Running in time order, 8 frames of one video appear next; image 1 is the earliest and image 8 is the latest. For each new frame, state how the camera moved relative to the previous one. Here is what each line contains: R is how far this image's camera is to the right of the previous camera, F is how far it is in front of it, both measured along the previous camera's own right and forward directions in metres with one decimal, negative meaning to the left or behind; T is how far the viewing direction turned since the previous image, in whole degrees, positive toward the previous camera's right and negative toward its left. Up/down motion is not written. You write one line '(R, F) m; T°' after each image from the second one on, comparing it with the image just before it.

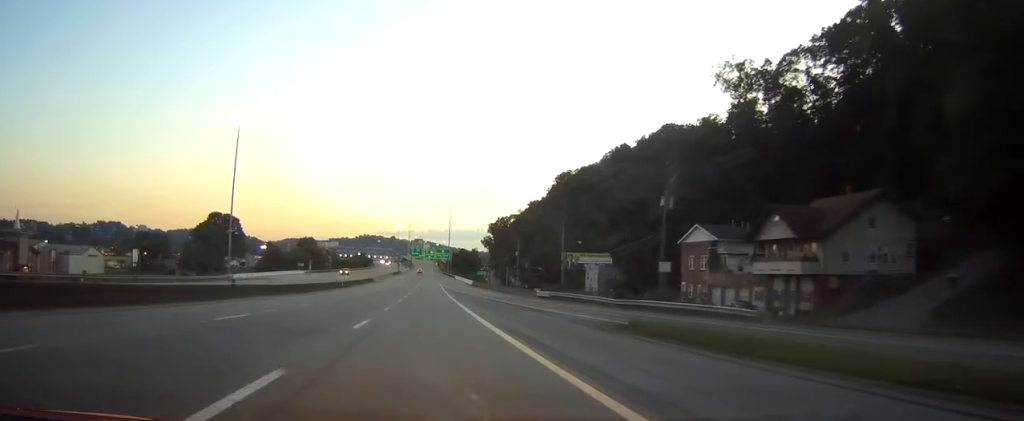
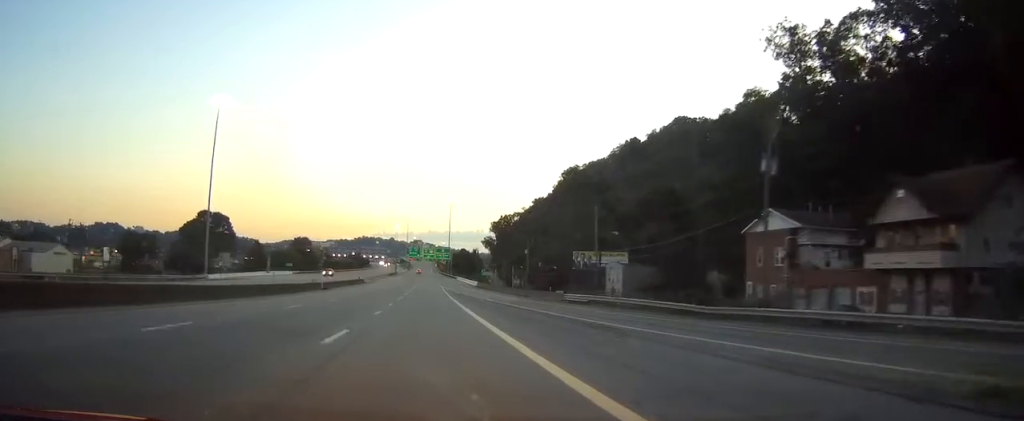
(-0.1, +16.8) m; 0°
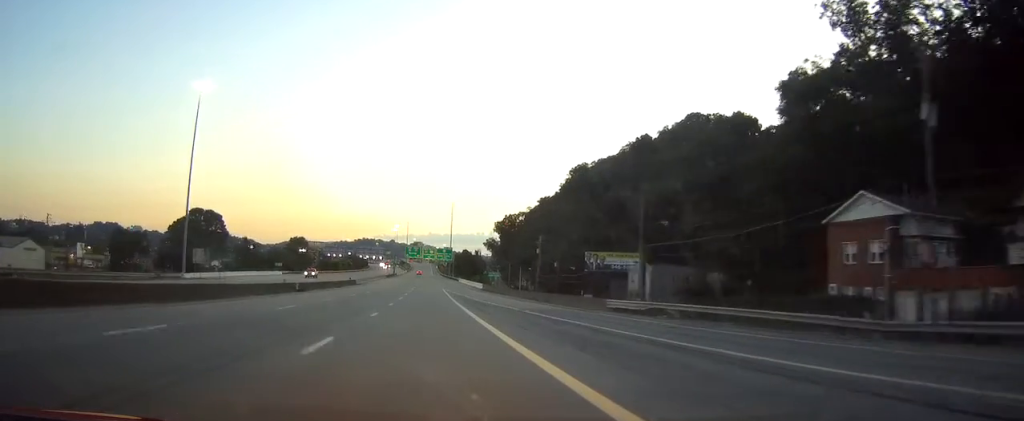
(+0.1, +13.8) m; 0°
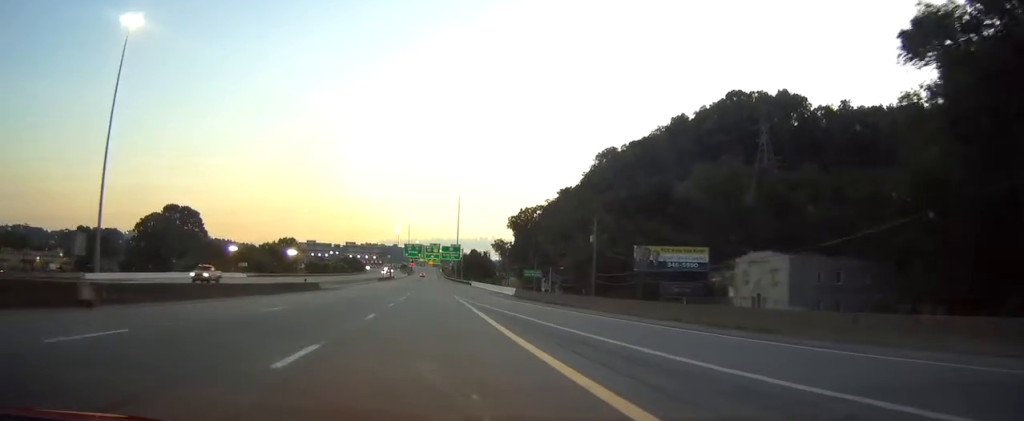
(0.0, +38.6) m; 0°
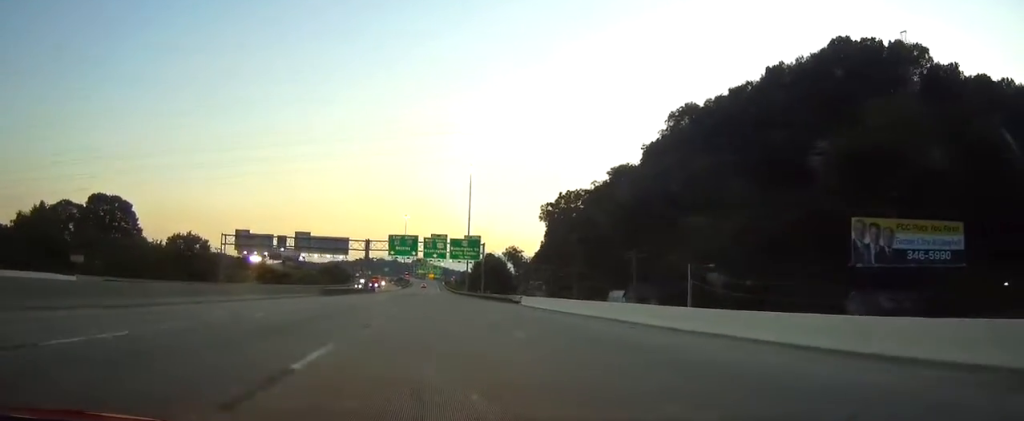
(-0.2, +73.0) m; 0°
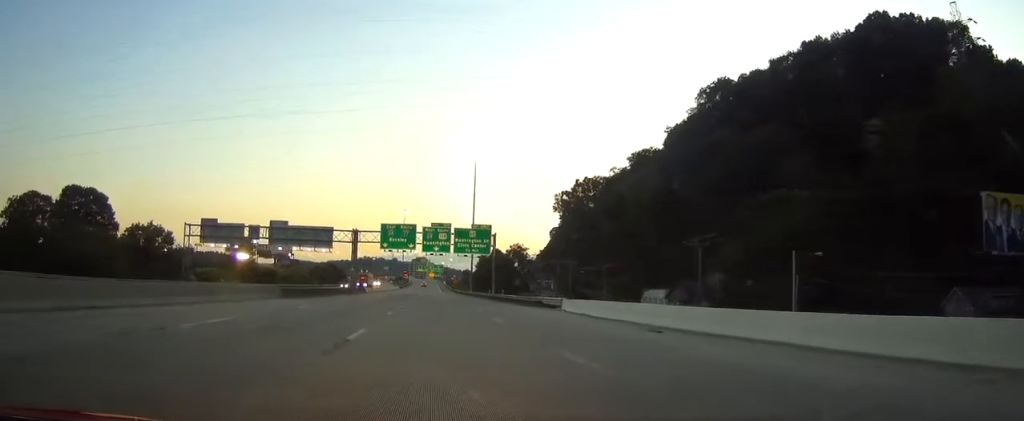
(0.0, +19.6) m; 0°
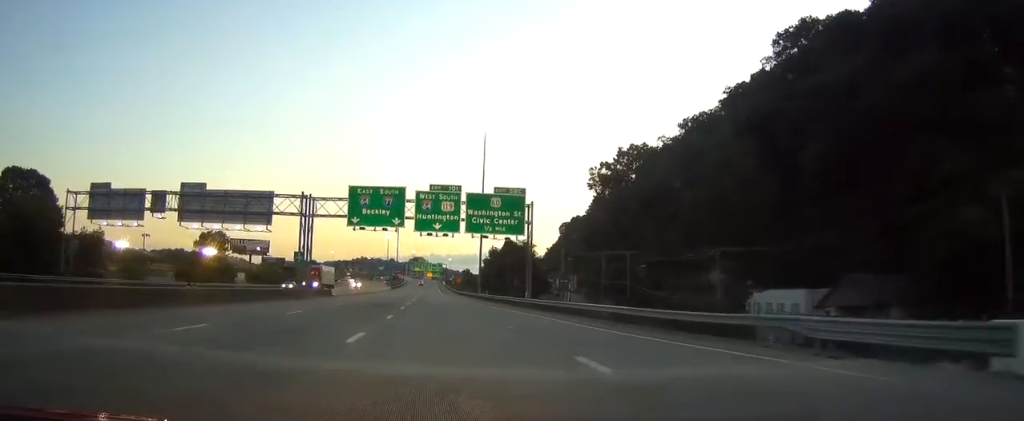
(0.0, +37.2) m; 0°
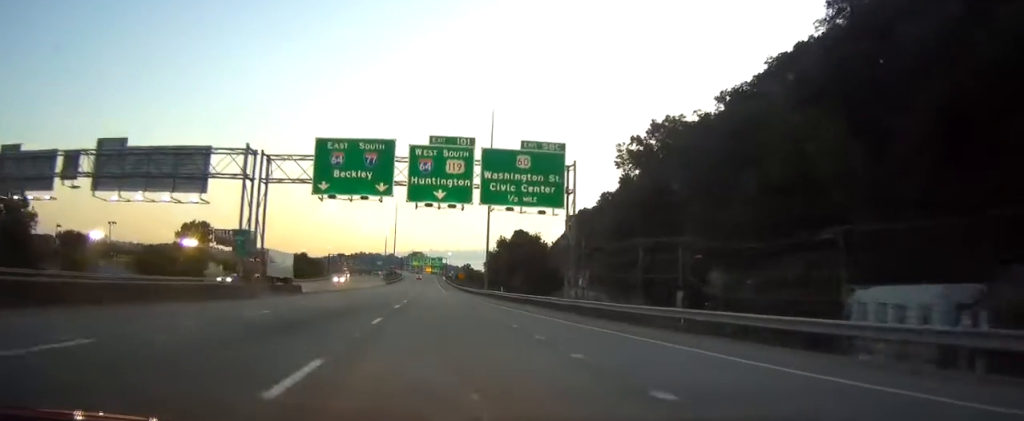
(+0.1, +18.6) m; 0°
